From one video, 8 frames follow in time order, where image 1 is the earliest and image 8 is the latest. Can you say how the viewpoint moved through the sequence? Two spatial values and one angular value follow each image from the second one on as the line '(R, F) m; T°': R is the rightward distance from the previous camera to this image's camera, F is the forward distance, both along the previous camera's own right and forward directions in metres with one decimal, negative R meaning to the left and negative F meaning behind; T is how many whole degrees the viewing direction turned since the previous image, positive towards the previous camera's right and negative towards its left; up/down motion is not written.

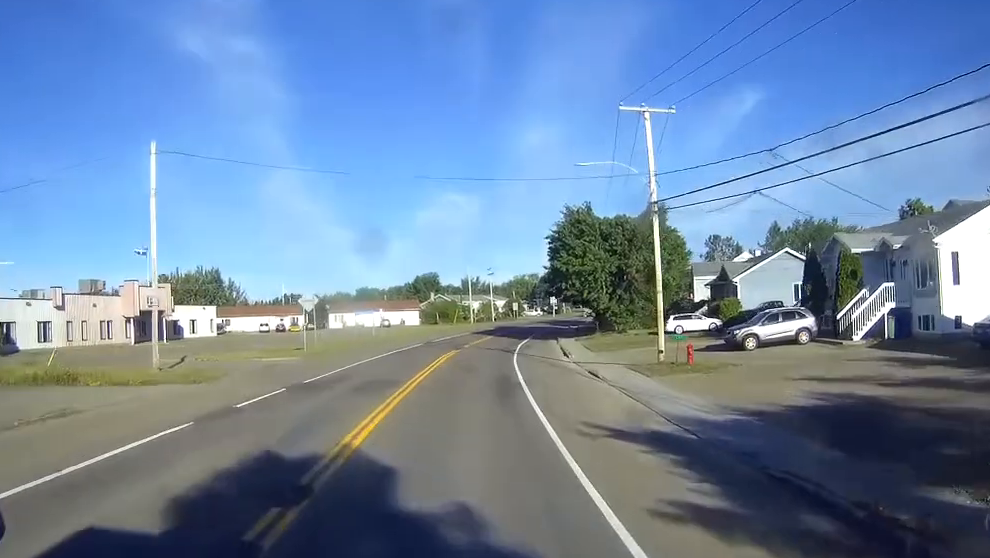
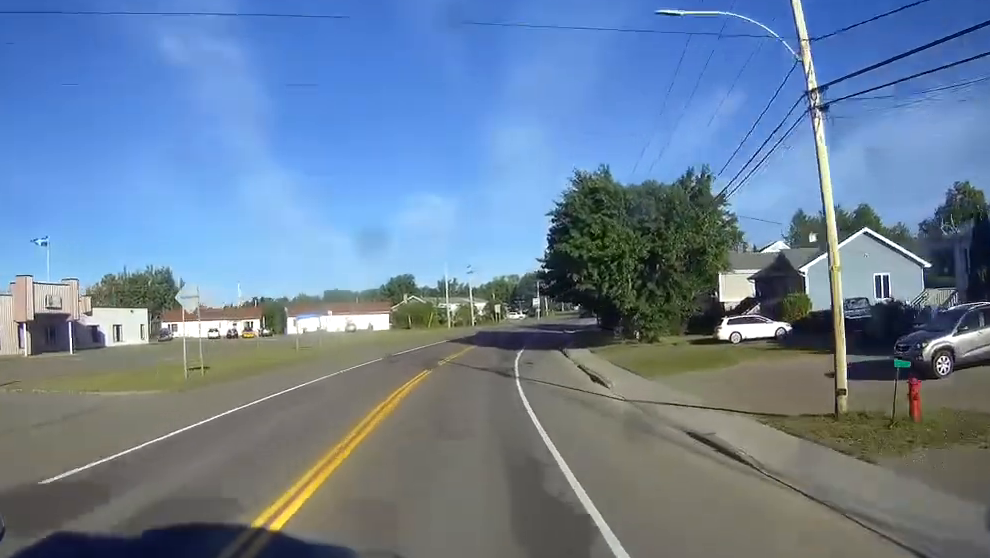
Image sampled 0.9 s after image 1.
(+0.1, +18.3) m; +1°
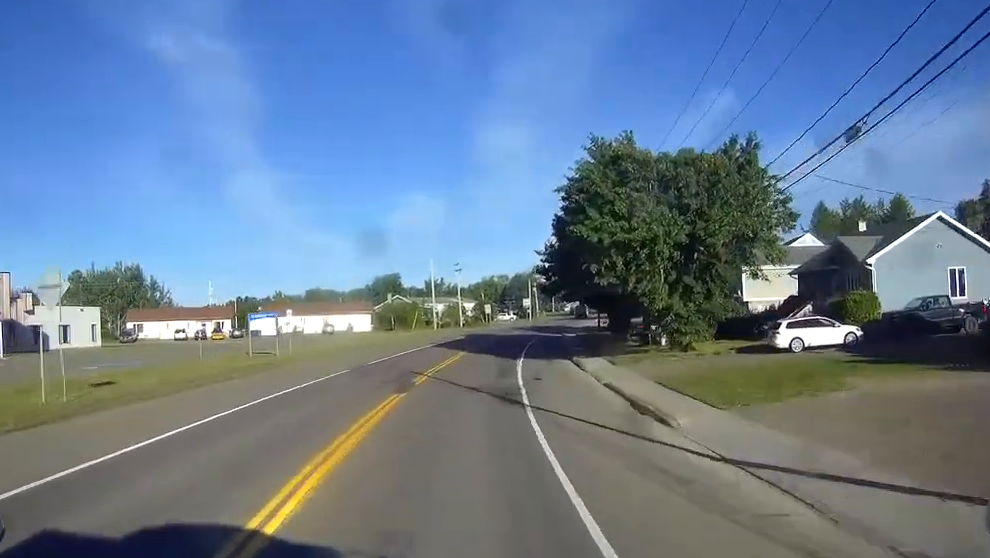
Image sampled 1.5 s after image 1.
(0.0, +10.4) m; +1°
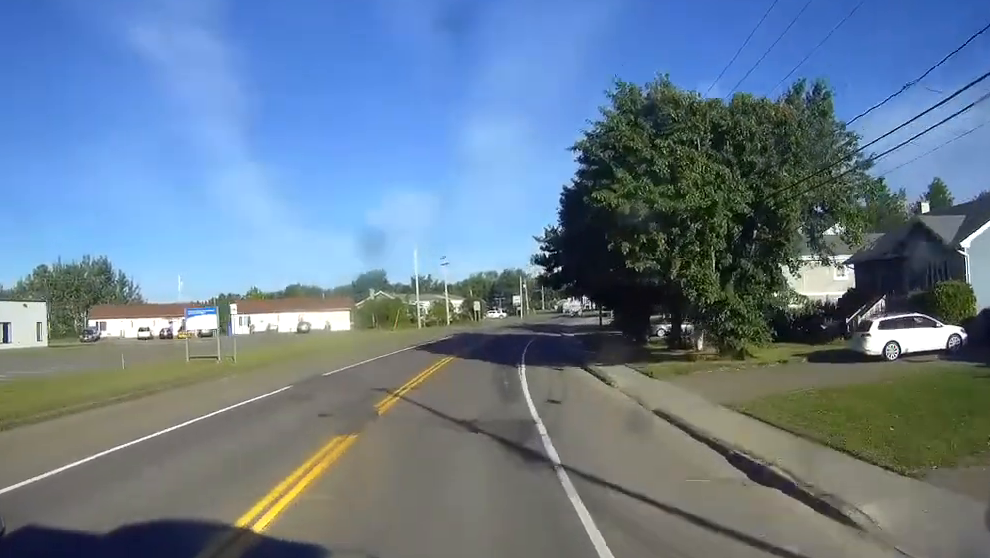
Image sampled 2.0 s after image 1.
(+0.2, +9.8) m; +1°
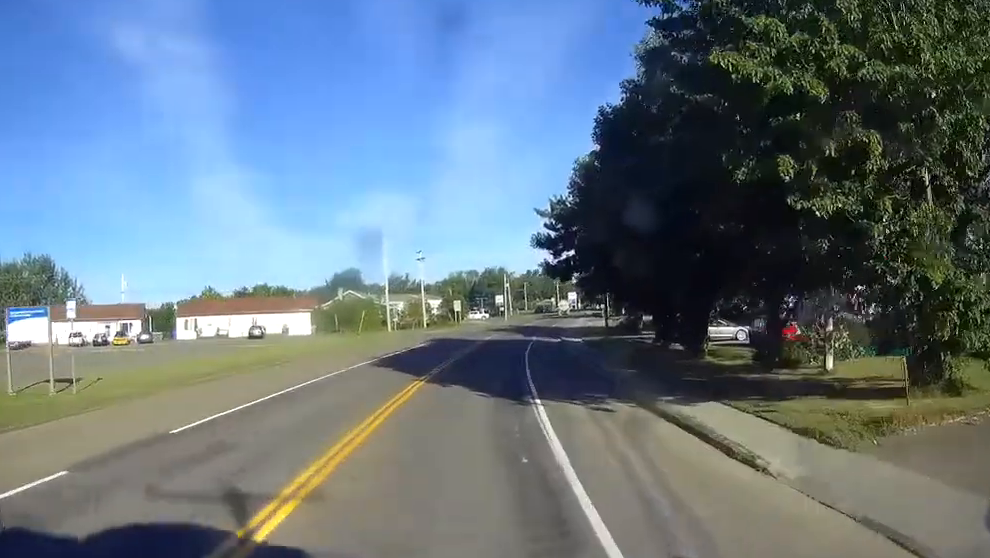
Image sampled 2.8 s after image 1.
(+0.1, +15.6) m; +1°
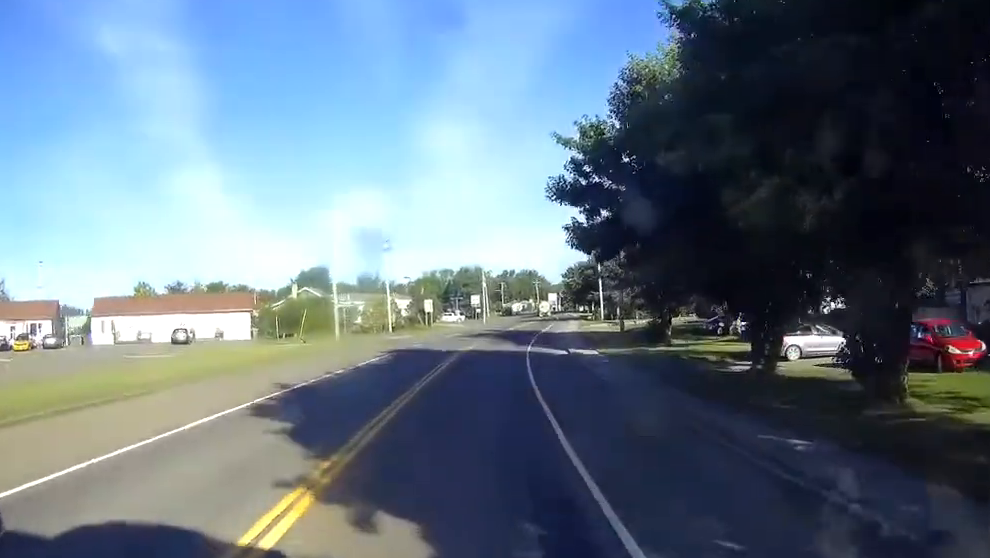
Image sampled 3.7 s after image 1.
(+0.1, +18.2) m; +2°
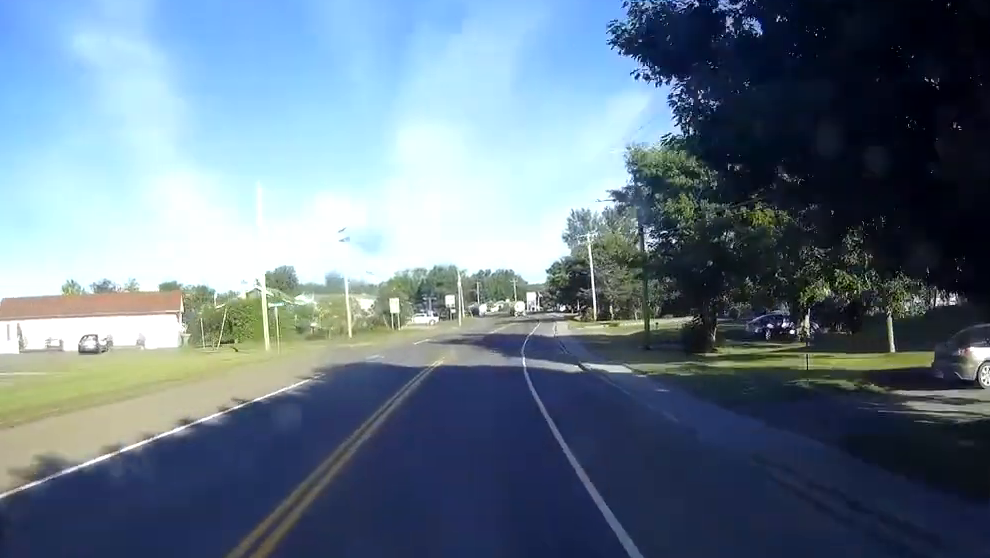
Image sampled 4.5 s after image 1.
(+0.2, +15.0) m; +2°
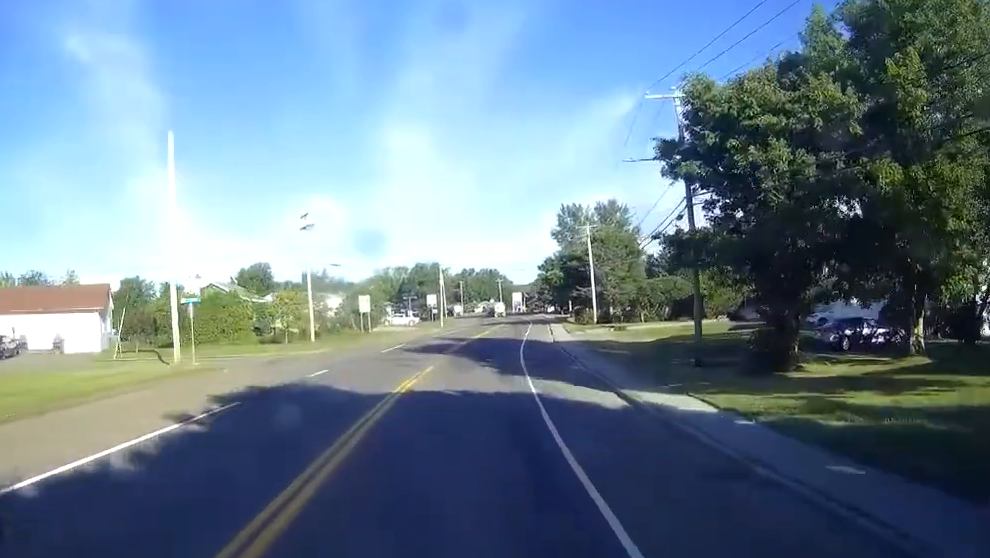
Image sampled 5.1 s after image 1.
(+0.2, +12.4) m; +1°
